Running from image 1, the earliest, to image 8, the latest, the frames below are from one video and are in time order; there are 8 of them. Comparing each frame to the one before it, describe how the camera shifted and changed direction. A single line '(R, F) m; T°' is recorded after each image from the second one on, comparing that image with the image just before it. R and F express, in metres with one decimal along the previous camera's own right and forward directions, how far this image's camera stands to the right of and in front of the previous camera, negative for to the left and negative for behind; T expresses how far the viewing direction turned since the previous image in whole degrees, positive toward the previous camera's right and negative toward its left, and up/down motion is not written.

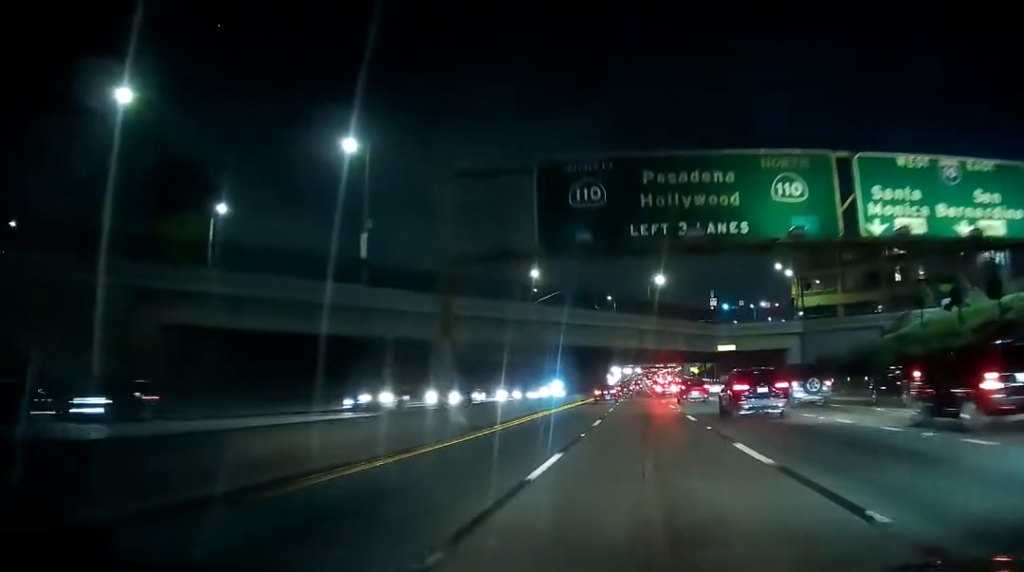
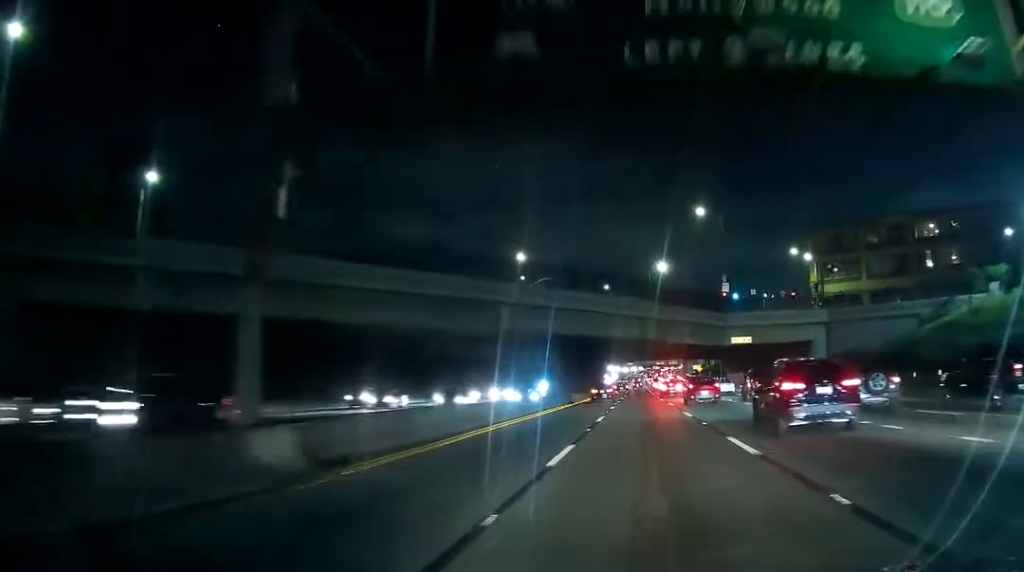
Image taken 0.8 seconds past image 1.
(0.0, +13.4) m; 0°
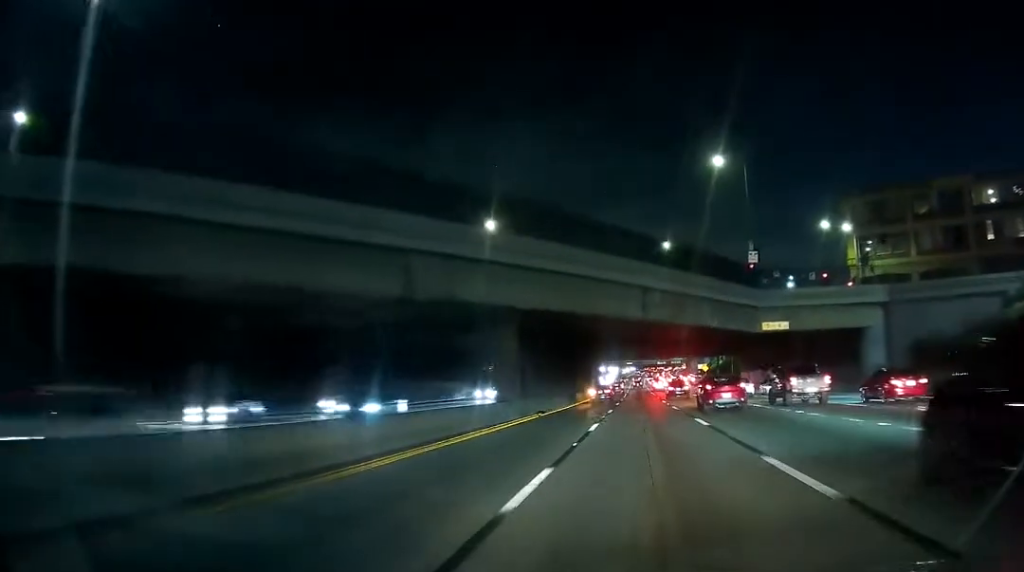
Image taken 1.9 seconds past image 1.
(0.0, +19.5) m; -1°
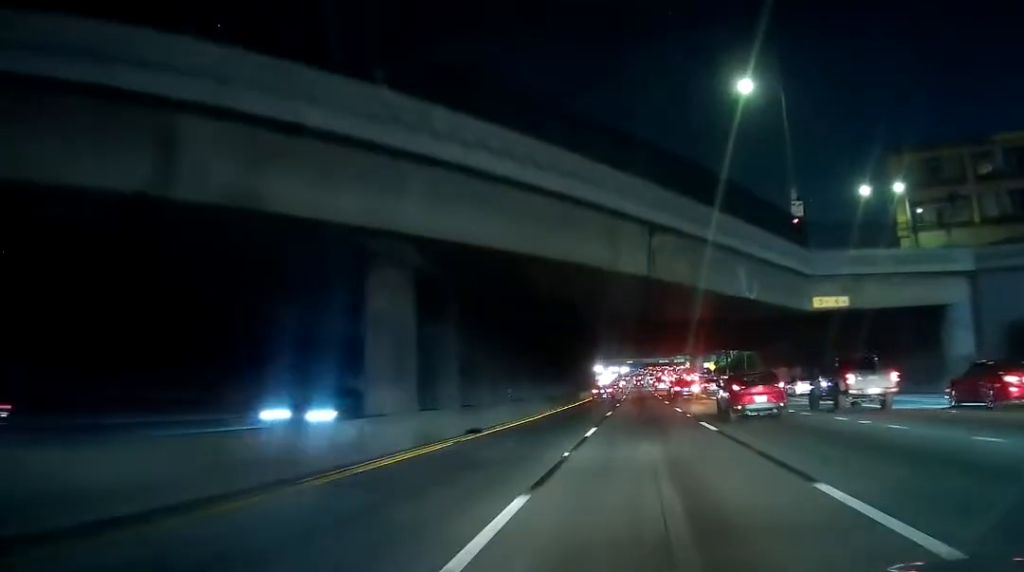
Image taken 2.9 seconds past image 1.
(-0.2, +17.4) m; -1°
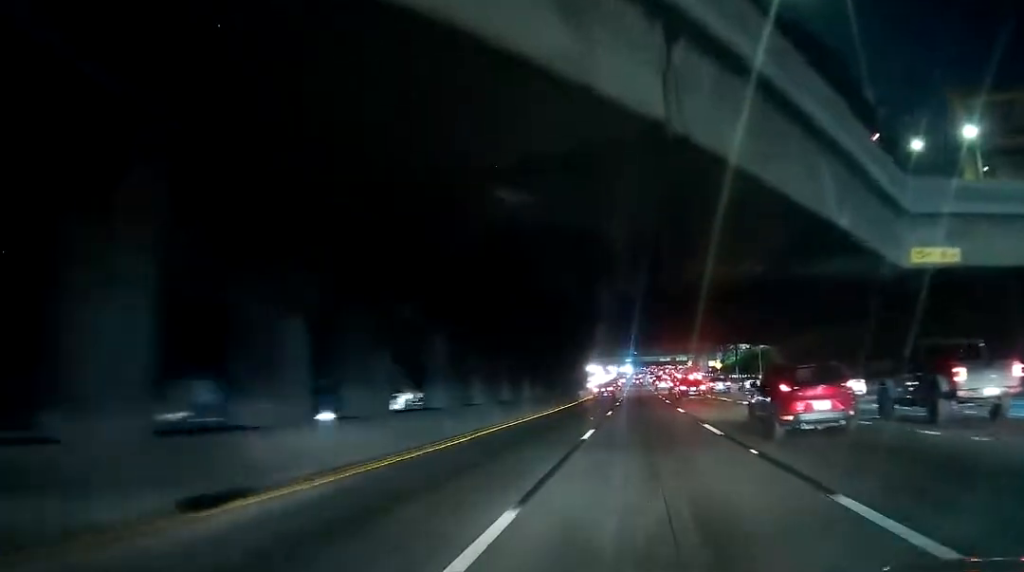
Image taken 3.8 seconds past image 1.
(0.0, +16.1) m; 0°
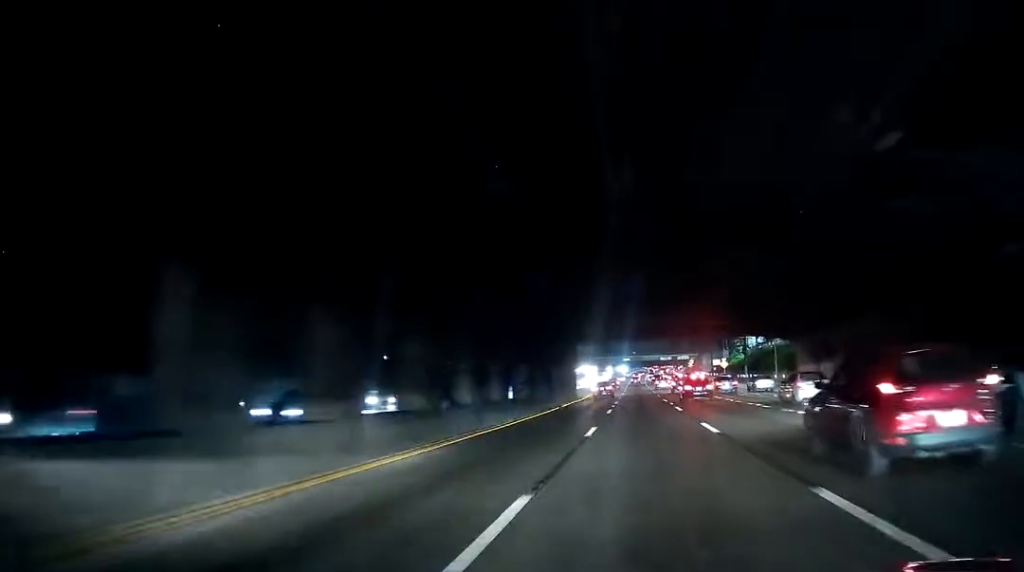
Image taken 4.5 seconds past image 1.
(0.0, +13.3) m; 0°
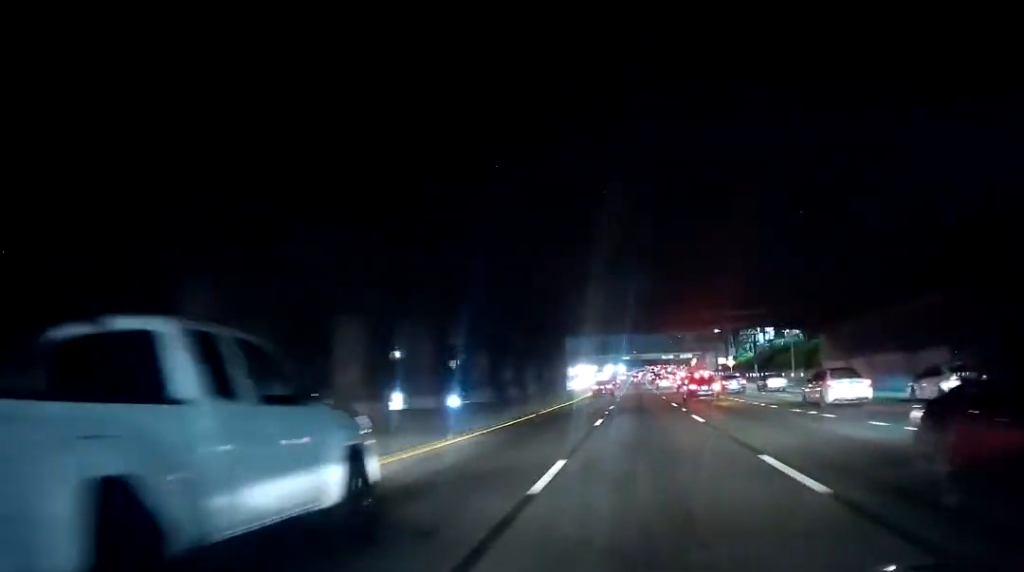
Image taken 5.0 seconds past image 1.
(0.0, +10.9) m; 0°
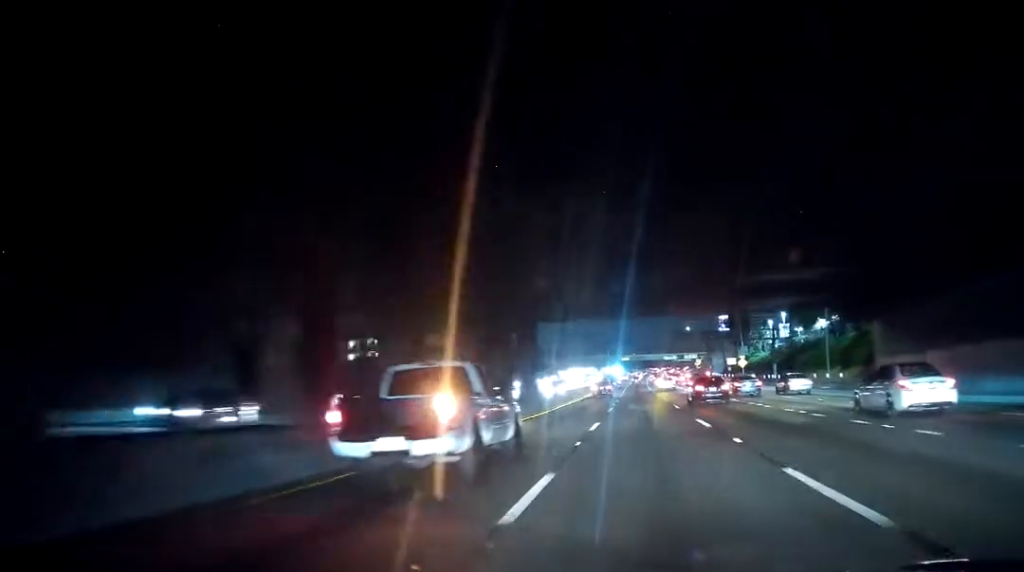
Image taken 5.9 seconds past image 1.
(+0.1, +17.1) m; -1°
